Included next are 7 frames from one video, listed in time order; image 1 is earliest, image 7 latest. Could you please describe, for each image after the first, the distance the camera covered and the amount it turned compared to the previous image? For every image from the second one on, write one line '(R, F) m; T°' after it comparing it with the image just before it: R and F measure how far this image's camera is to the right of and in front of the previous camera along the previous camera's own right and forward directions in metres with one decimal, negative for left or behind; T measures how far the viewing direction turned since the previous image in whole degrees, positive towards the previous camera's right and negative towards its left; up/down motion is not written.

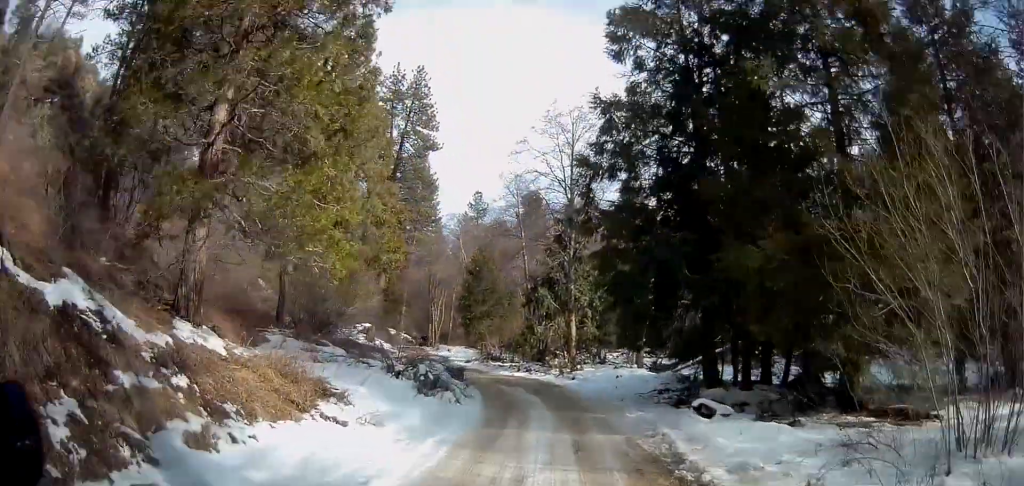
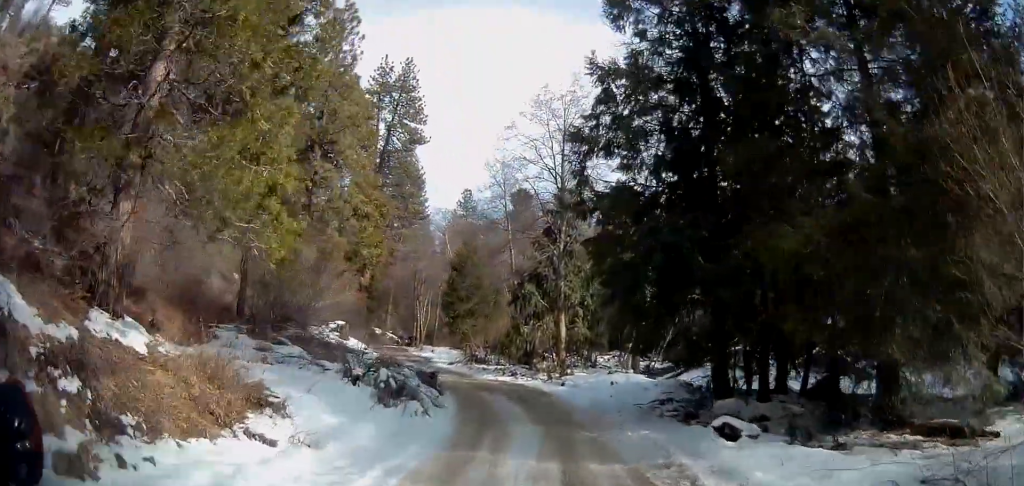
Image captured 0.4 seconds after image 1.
(+0.1, +2.7) m; 0°
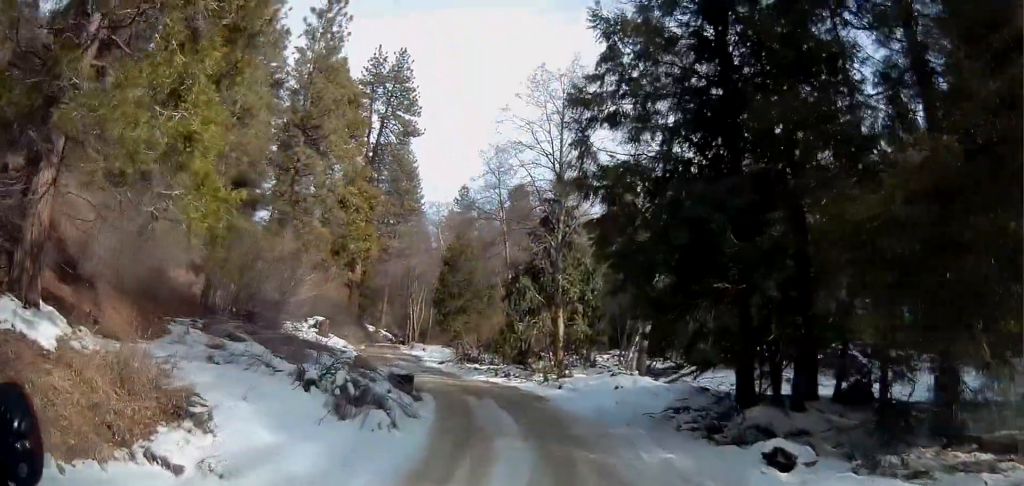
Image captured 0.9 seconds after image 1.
(-0.1, +2.6) m; -1°
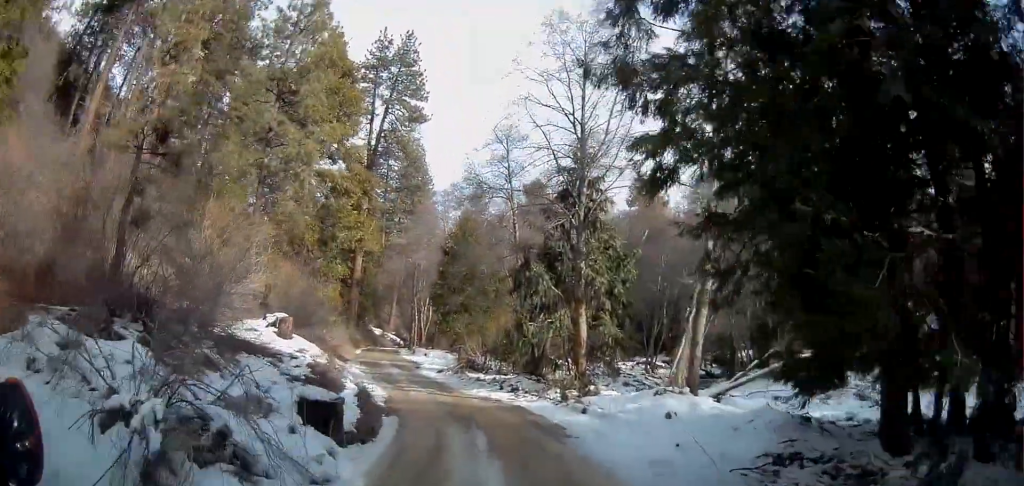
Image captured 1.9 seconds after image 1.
(-0.1, +6.3) m; -2°
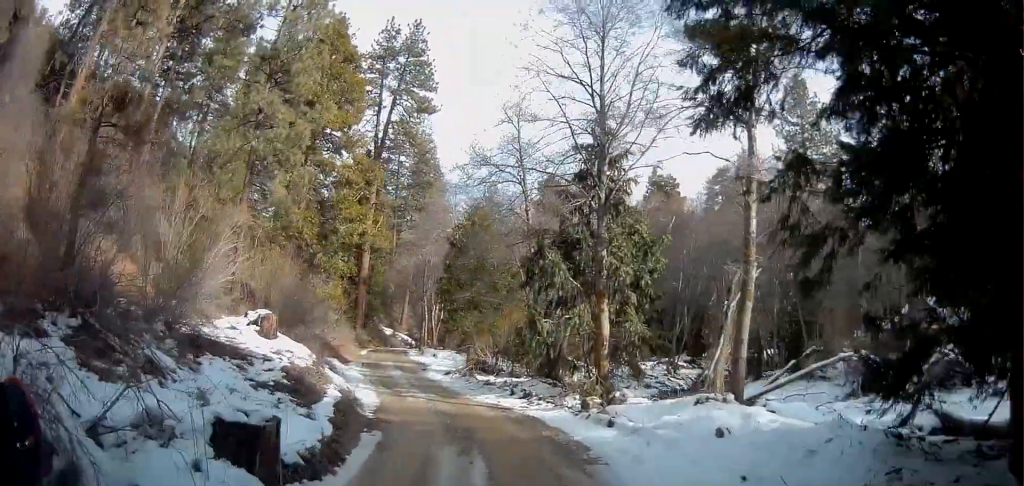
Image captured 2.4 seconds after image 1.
(+0.1, +2.7) m; -1°
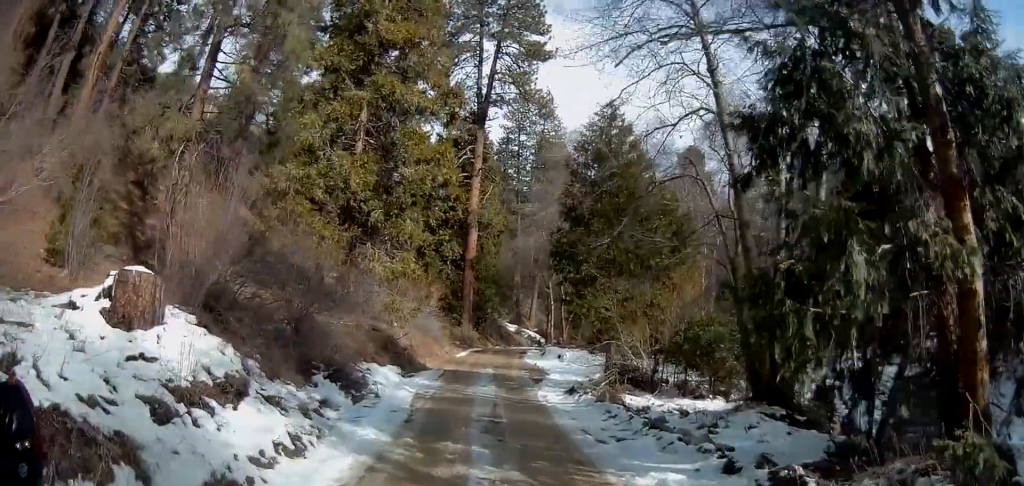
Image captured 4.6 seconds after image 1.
(-1.8, +11.9) m; -15°
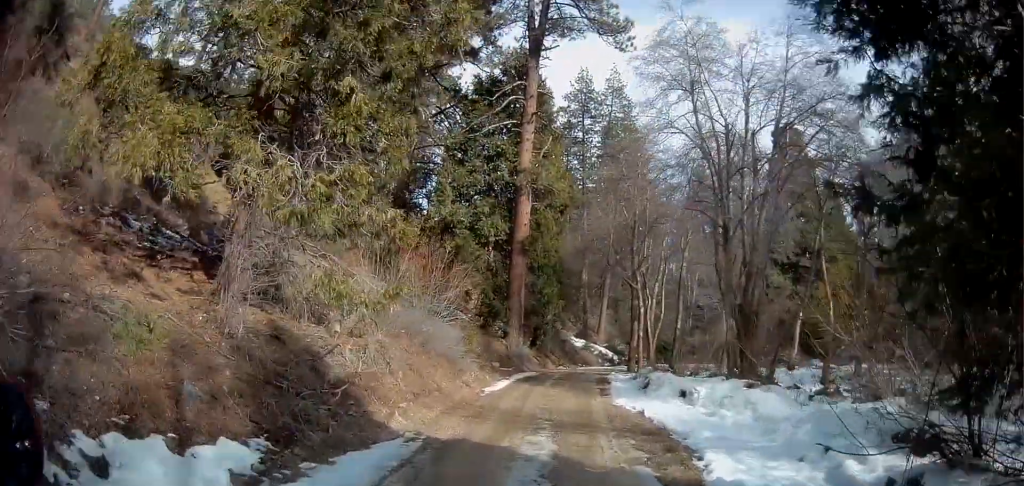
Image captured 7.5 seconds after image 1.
(-1.6, +15.6) m; -9°
